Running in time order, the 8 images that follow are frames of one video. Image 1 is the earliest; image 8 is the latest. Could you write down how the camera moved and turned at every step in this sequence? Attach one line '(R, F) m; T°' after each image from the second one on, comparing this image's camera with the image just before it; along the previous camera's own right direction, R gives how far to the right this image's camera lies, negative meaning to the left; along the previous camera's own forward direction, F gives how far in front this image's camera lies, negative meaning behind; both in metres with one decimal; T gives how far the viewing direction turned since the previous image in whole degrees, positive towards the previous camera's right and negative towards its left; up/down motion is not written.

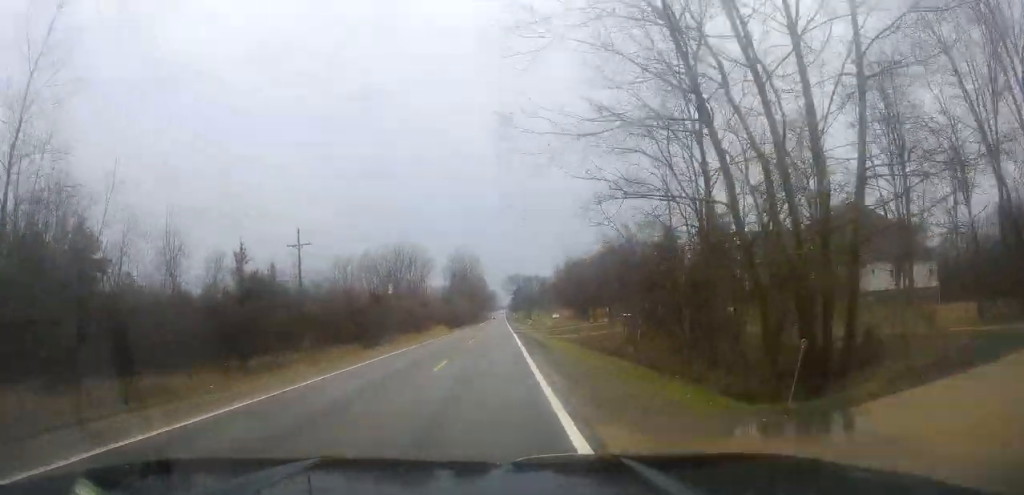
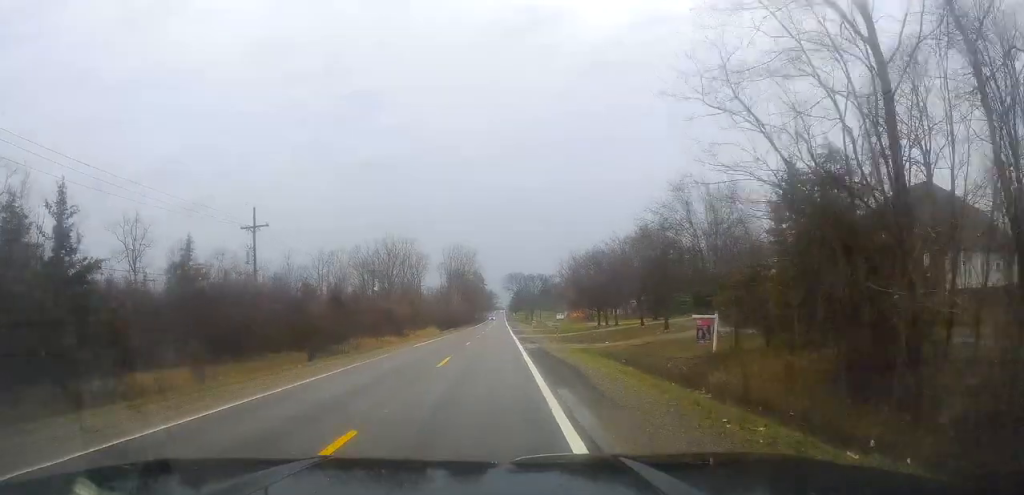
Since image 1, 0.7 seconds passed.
(+0.3, +13.7) m; 0°
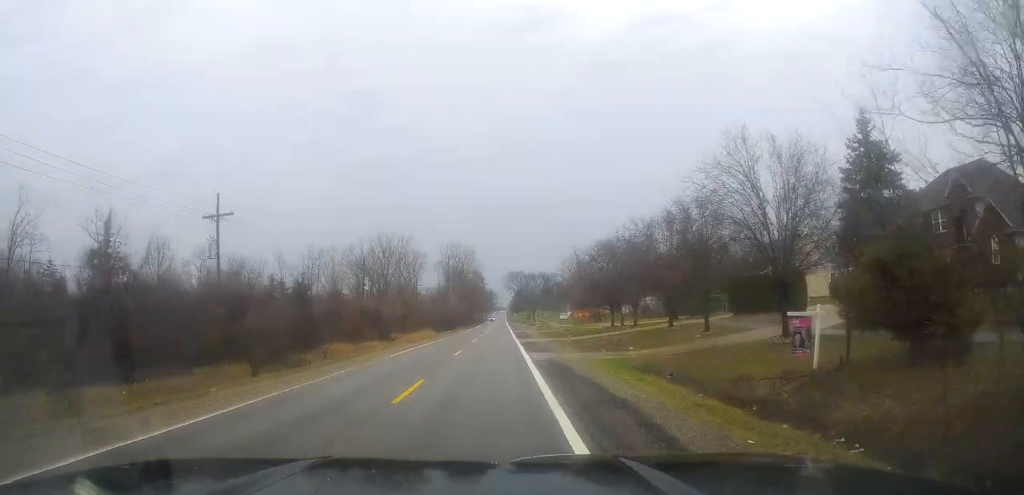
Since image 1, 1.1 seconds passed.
(-0.1, +8.0) m; -1°
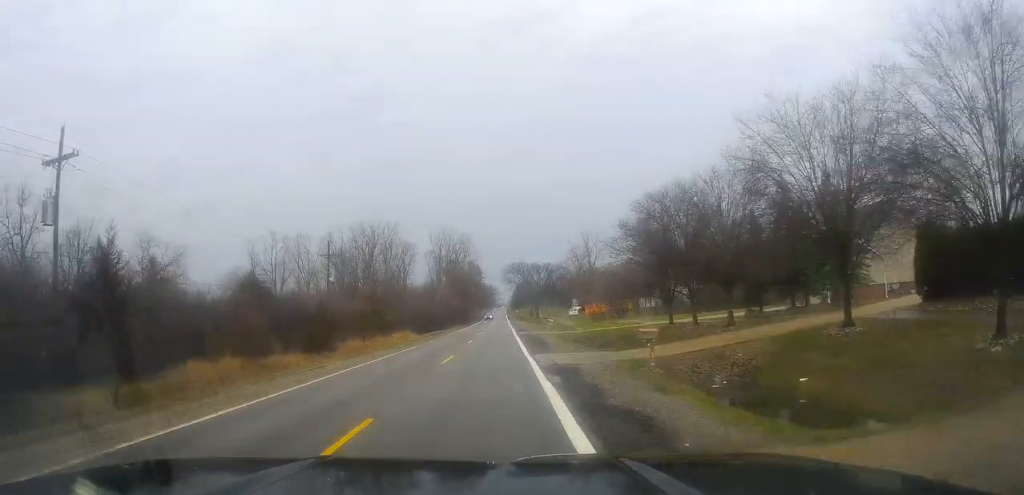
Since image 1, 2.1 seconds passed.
(-0.4, +21.5) m; 0°
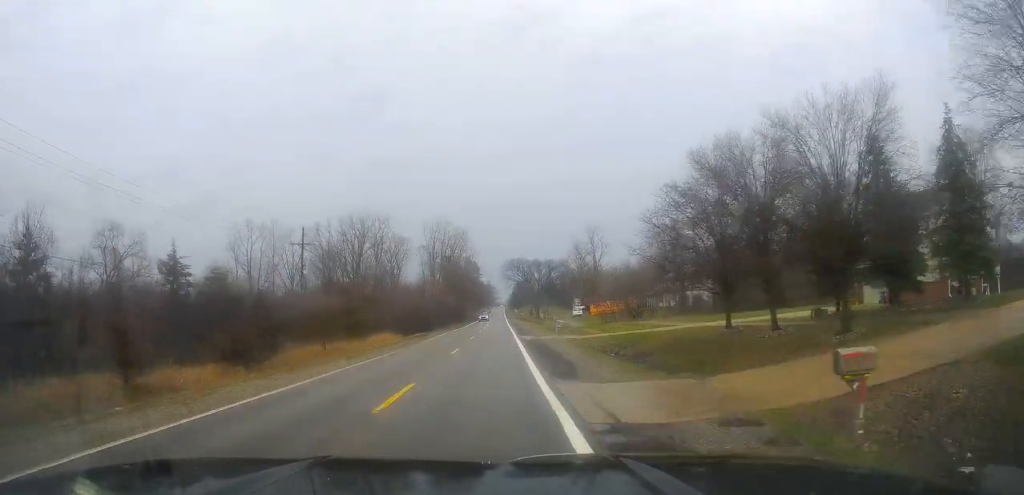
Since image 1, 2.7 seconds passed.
(-0.1, +10.8) m; +1°
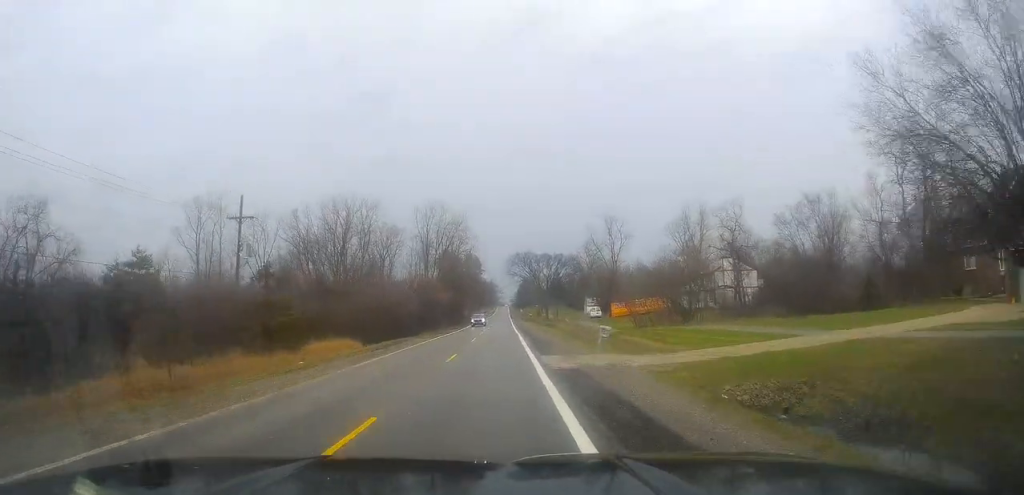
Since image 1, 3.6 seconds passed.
(+0.6, +19.8) m; +1°
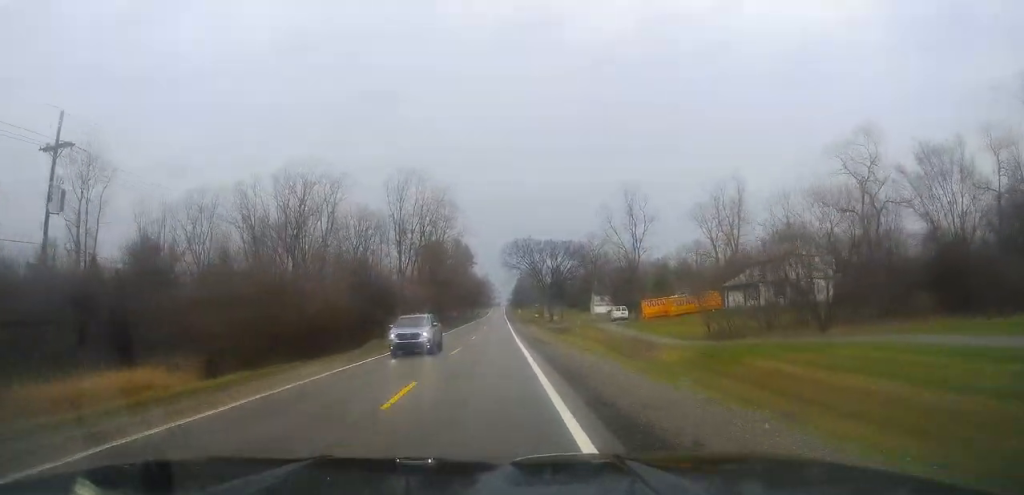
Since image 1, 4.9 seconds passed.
(-0.2, +26.2) m; 0°
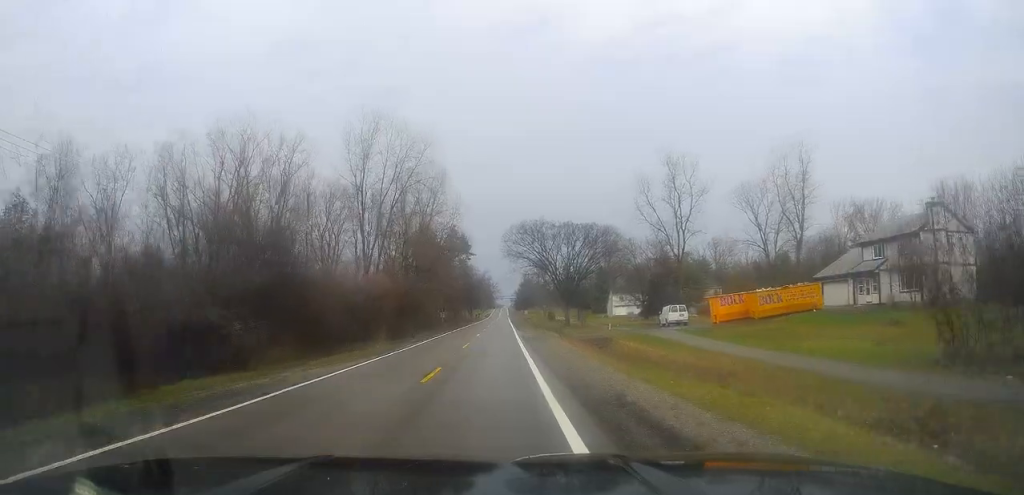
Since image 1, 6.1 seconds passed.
(-0.3, +25.5) m; -1°
